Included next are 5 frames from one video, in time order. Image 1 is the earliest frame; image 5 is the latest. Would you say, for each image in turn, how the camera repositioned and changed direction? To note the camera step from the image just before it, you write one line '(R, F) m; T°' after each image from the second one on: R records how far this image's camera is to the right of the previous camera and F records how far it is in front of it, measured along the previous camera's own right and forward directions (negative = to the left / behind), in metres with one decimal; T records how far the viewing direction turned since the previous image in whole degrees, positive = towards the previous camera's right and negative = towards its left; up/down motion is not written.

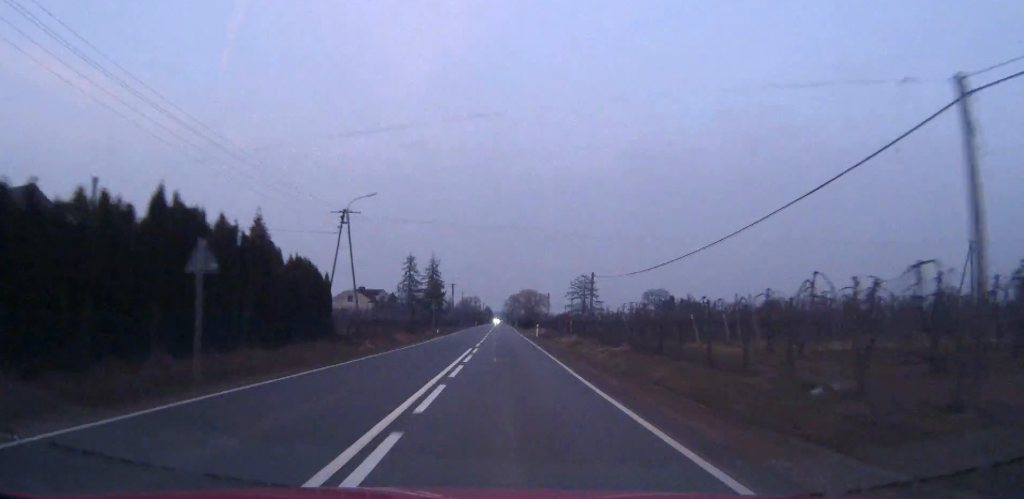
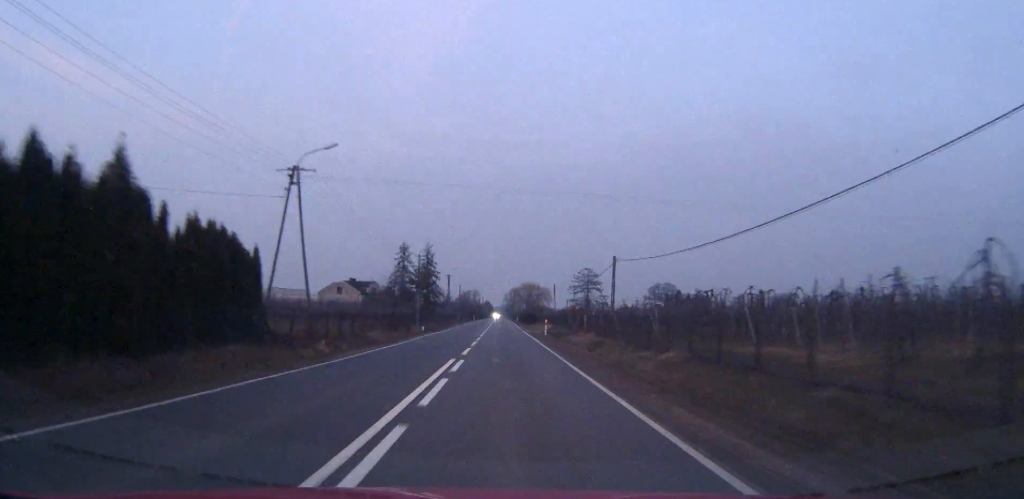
(0.0, +11.6) m; 0°
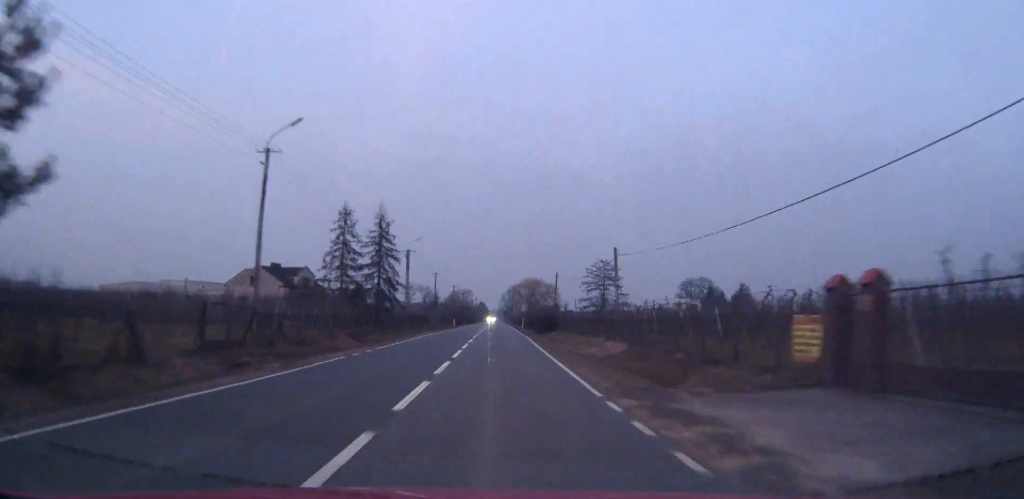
(0.0, +55.3) m; 0°
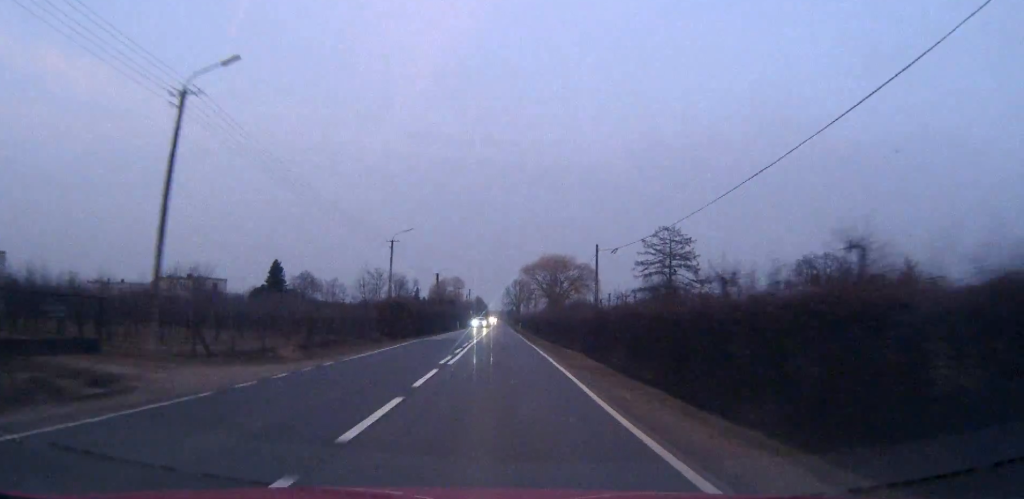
(0.0, +91.8) m; 0°
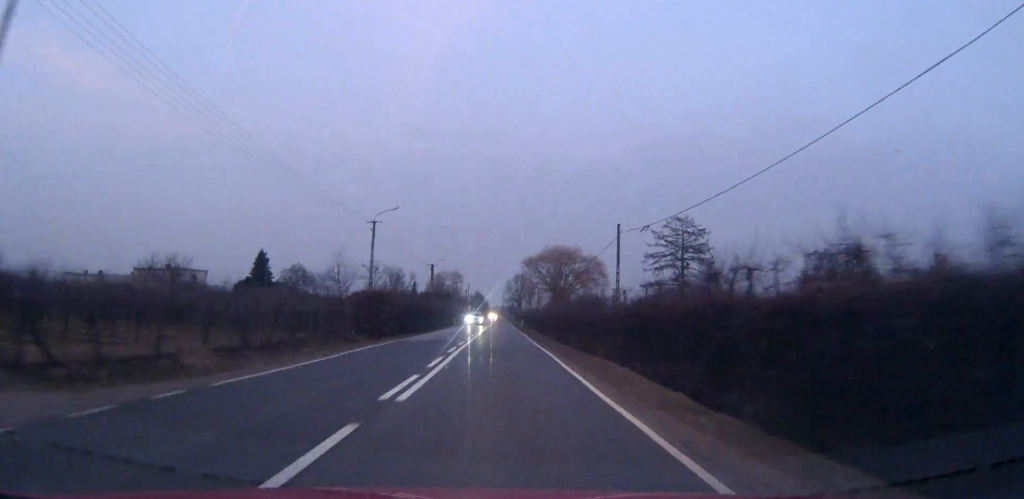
(0.0, +9.7) m; 0°
